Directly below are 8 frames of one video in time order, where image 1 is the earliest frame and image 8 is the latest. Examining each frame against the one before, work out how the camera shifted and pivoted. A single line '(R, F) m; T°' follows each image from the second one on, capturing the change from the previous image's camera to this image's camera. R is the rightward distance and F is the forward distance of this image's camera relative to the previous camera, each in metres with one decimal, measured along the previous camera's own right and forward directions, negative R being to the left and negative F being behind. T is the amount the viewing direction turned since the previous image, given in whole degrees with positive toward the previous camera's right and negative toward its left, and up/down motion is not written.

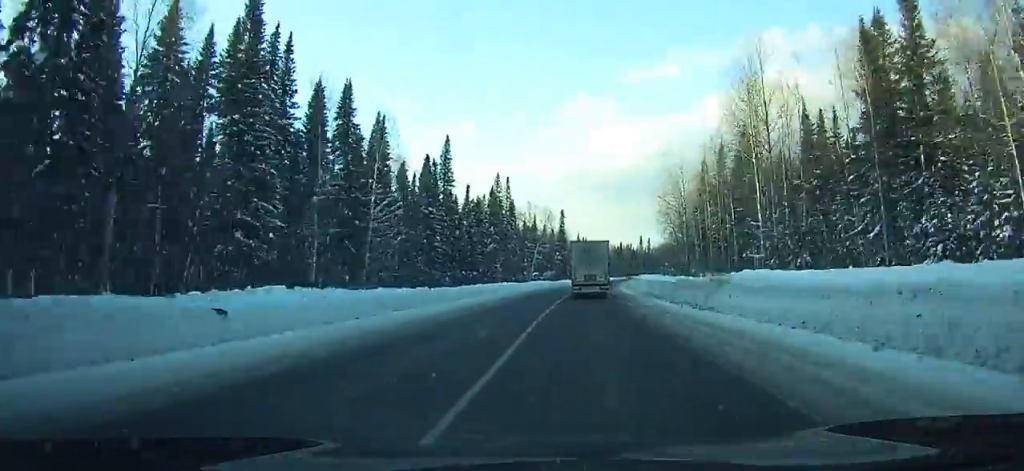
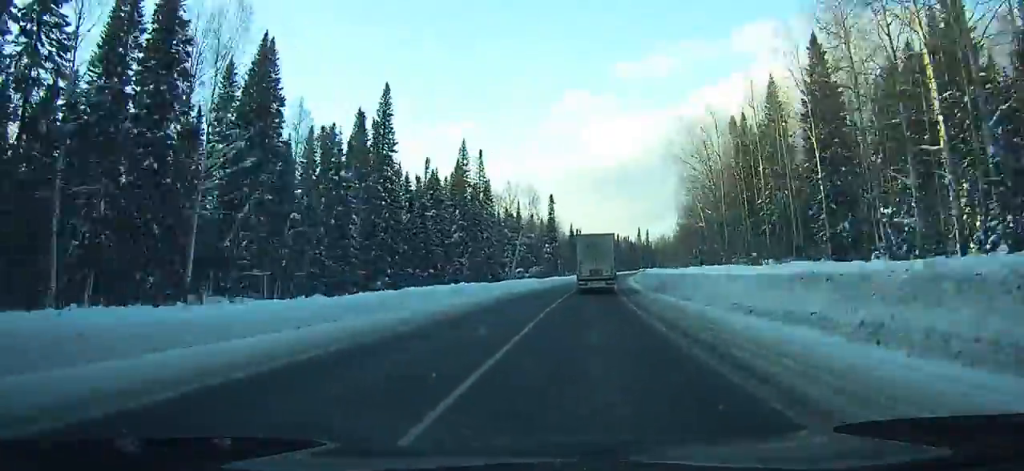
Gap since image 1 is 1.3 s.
(-0.8, +28.4) m; 0°
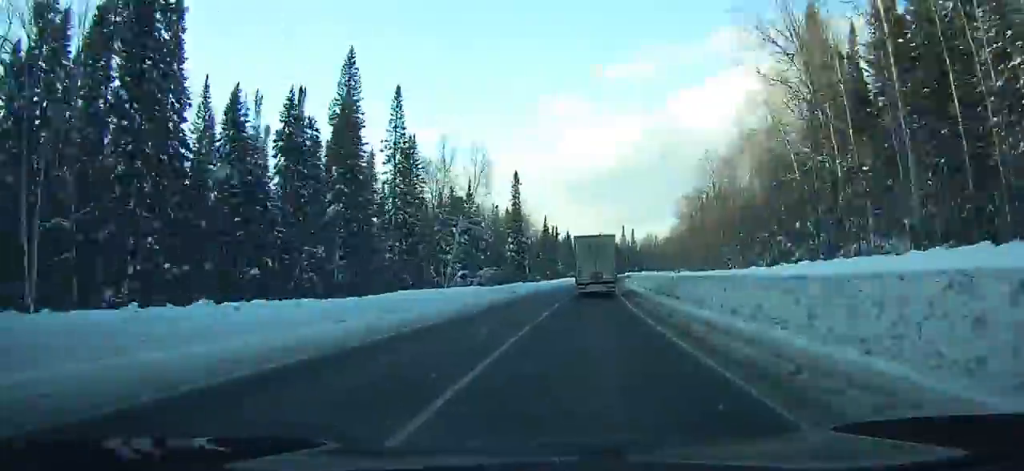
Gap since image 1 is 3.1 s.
(+0.3, +38.9) m; +1°
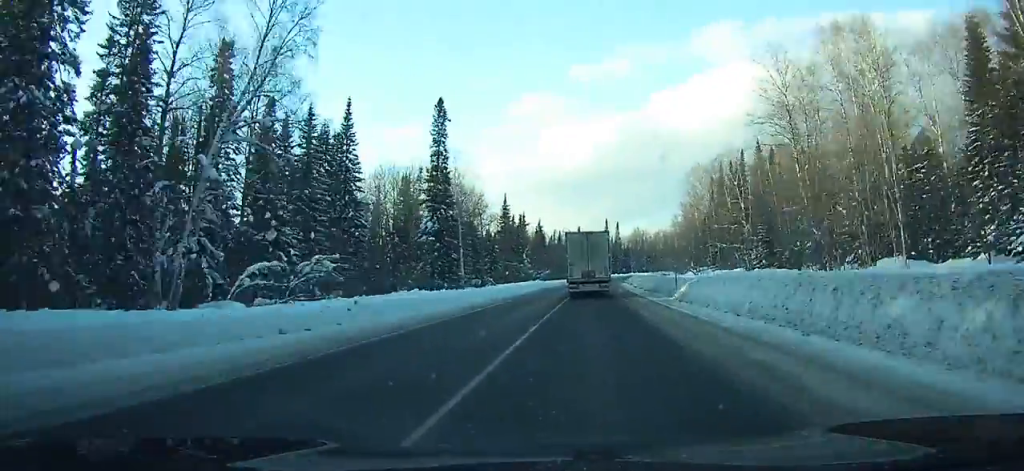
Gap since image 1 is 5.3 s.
(+0.5, +46.9) m; +2°
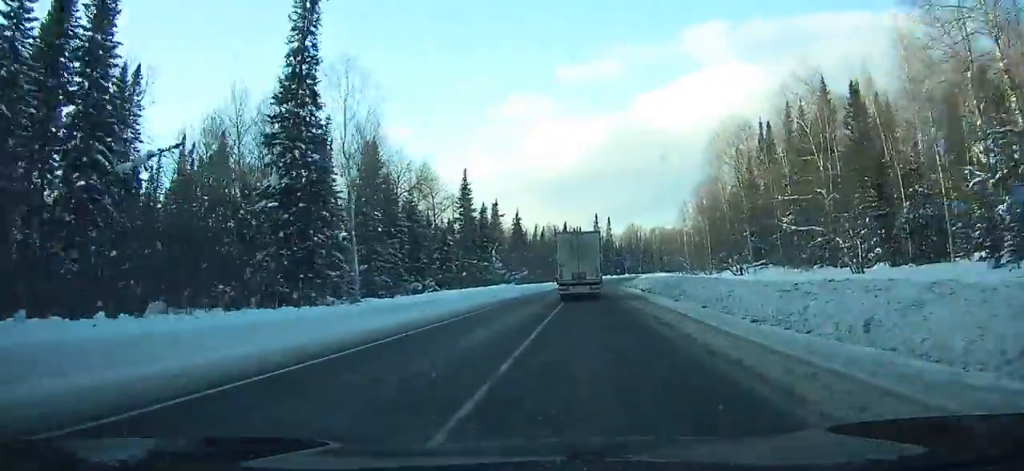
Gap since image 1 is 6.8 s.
(+0.4, +31.2) m; +2°
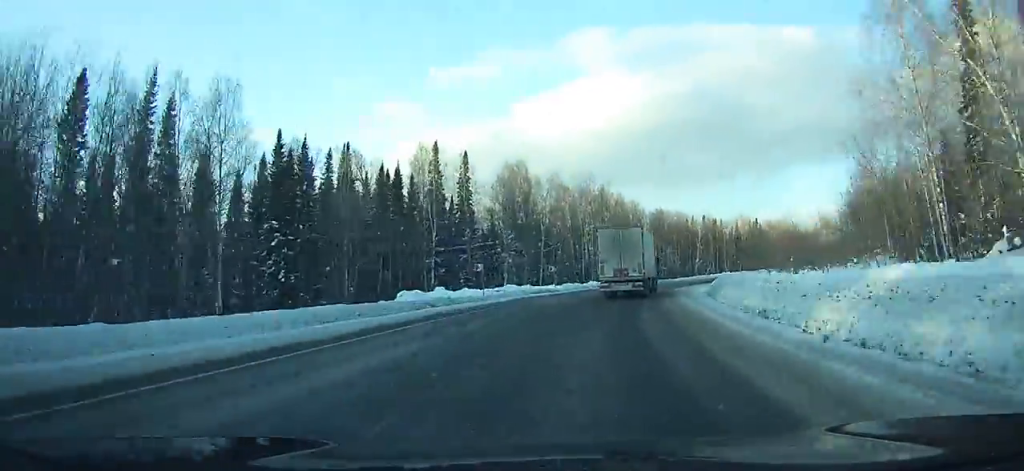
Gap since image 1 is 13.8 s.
(+12.2, +138.3) m; +14°
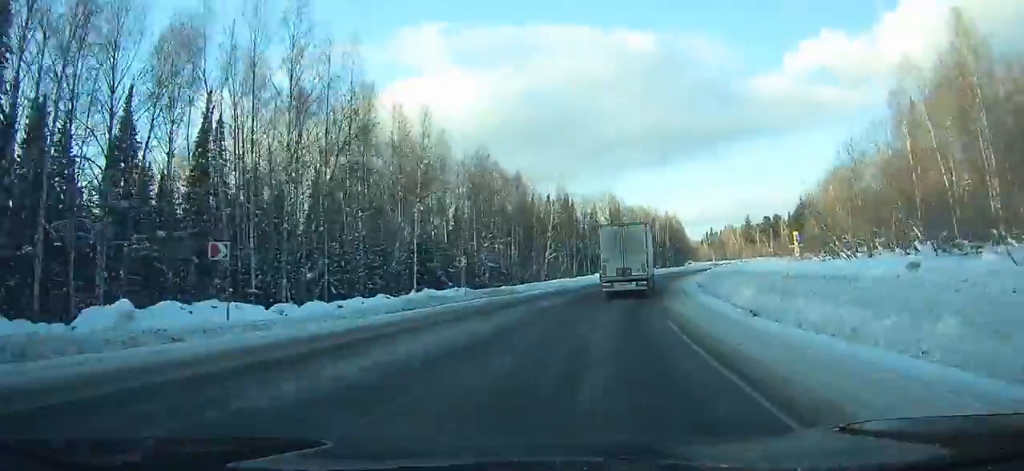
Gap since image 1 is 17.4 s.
(+8.8, +67.3) m; +15°
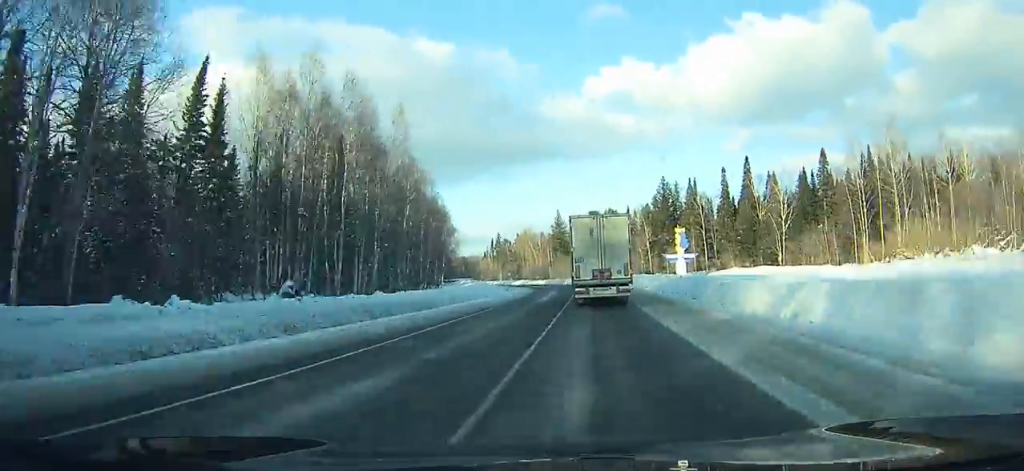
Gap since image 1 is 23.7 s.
(+24.8, +114.0) m; +18°
